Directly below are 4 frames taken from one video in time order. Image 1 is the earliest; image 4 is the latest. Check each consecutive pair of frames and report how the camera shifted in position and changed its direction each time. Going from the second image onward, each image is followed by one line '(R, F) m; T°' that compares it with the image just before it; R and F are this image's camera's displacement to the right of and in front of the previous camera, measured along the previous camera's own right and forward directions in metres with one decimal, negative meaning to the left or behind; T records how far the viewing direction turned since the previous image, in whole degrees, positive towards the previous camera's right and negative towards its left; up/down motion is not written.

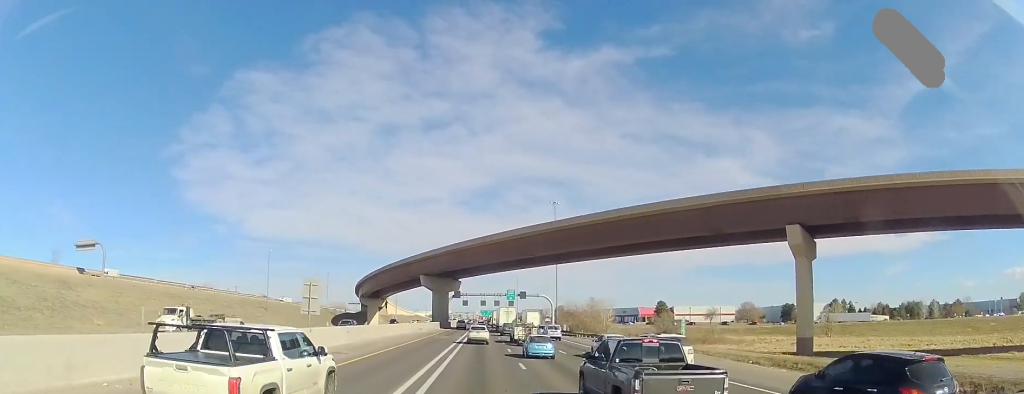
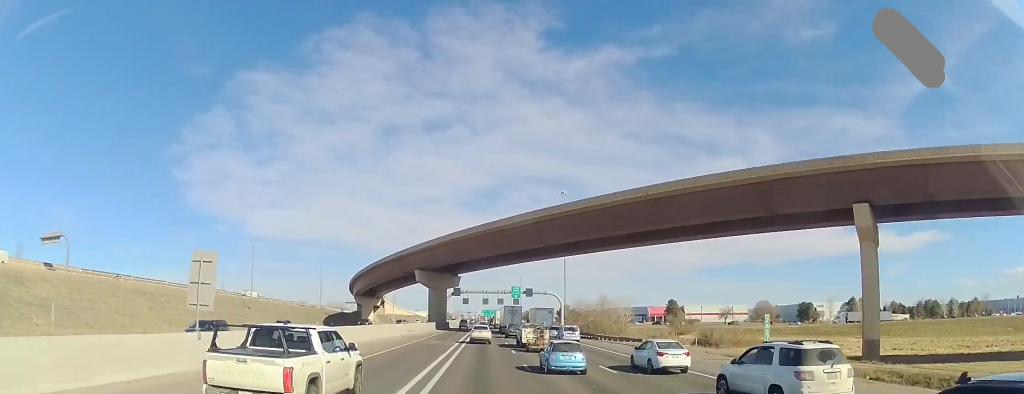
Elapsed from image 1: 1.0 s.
(-0.3, +13.4) m; -3°
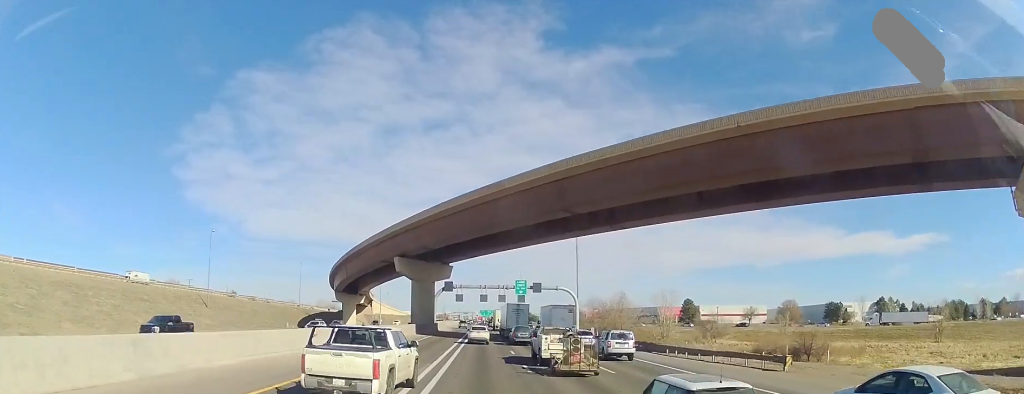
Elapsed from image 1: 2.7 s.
(-0.1, +24.6) m; +2°
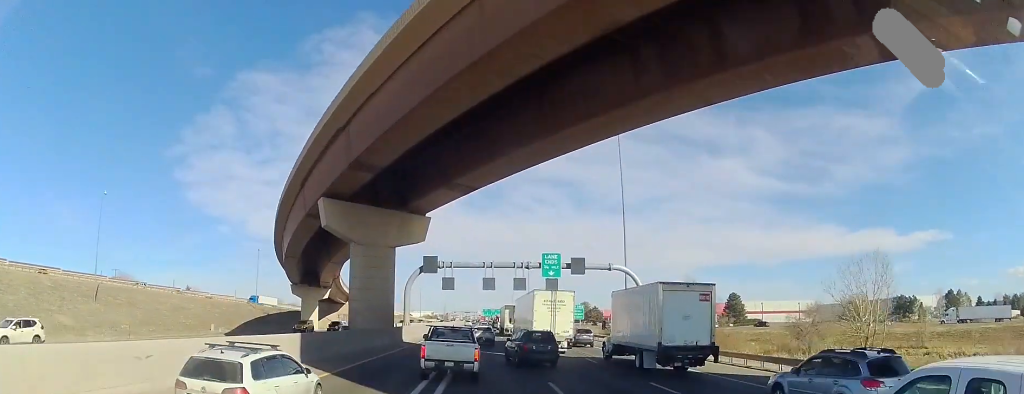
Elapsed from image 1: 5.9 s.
(-0.3, +43.4) m; -1°
